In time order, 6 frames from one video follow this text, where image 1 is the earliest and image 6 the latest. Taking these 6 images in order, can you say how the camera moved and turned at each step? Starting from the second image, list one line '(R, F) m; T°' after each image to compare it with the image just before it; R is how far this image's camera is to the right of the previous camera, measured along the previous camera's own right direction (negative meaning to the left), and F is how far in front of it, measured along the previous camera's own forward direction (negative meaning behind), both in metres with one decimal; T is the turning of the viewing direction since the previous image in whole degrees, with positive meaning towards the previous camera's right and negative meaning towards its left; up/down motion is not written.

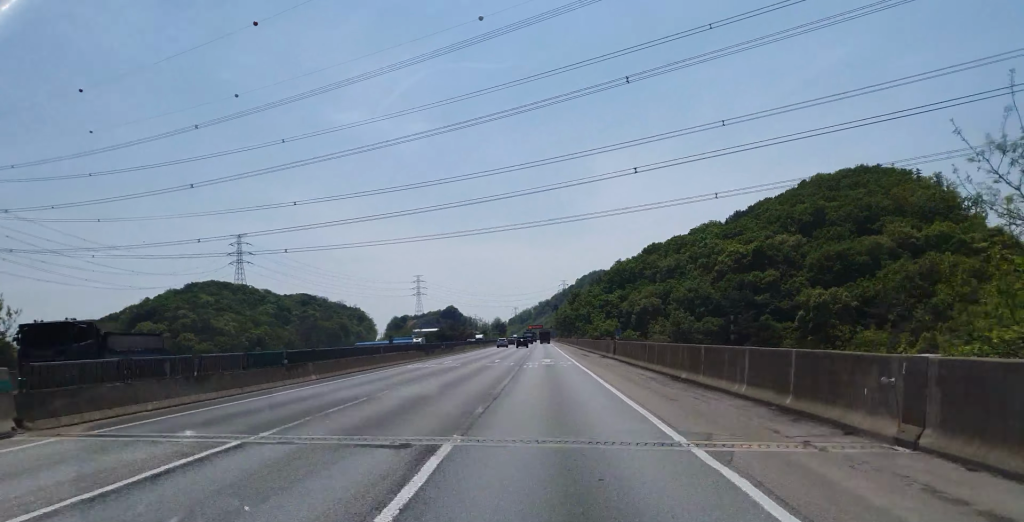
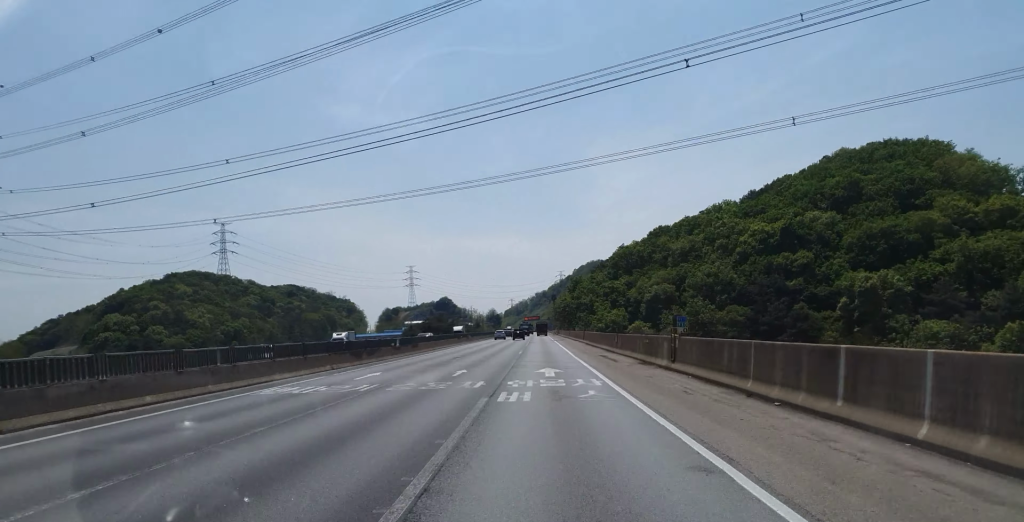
(+0.1, +25.1) m; 0°
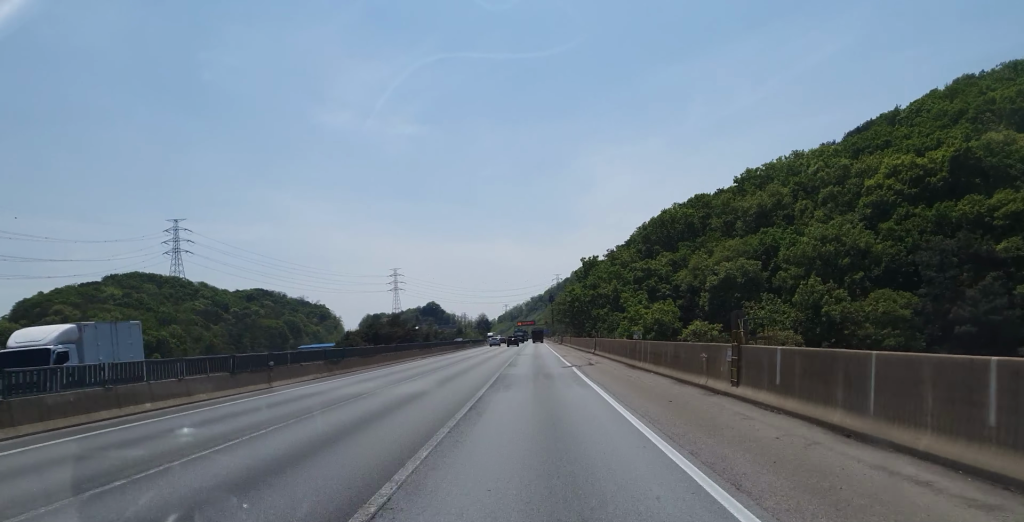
(+0.9, +71.7) m; +1°
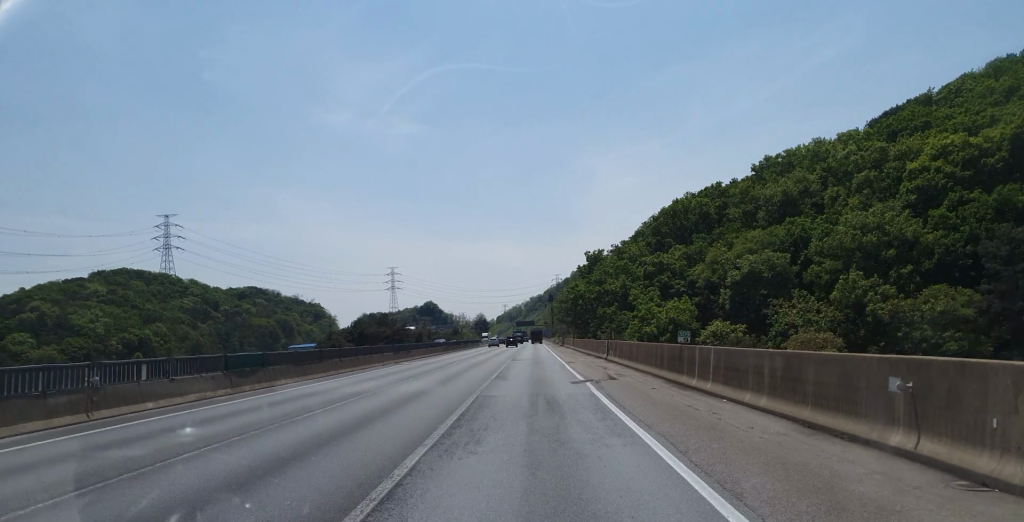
(-0.3, +13.4) m; 0°
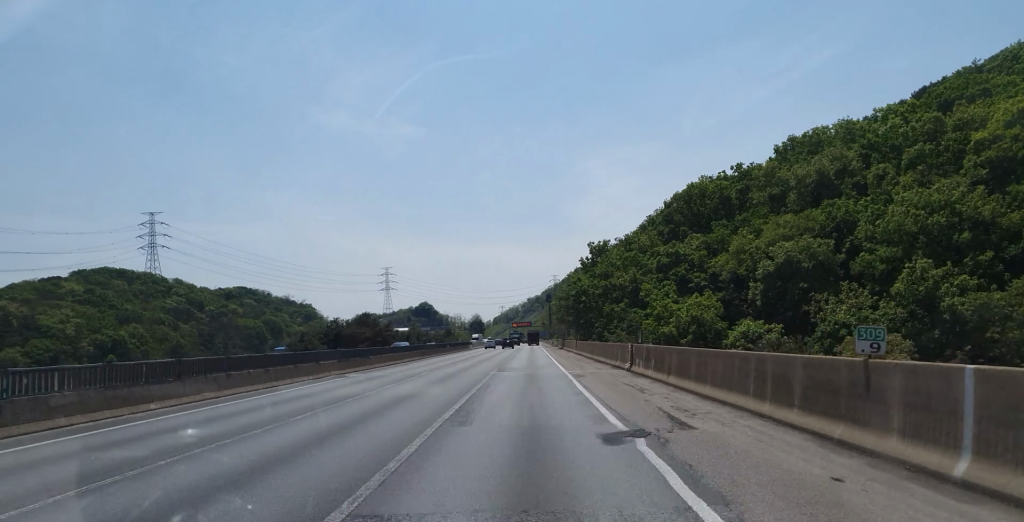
(+0.3, +15.0) m; 0°
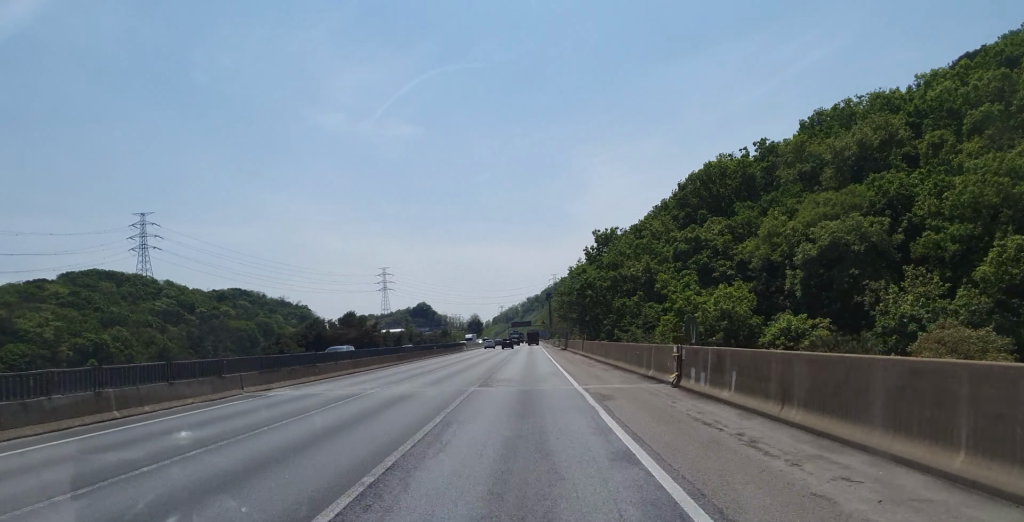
(+0.3, +11.5) m; 0°
